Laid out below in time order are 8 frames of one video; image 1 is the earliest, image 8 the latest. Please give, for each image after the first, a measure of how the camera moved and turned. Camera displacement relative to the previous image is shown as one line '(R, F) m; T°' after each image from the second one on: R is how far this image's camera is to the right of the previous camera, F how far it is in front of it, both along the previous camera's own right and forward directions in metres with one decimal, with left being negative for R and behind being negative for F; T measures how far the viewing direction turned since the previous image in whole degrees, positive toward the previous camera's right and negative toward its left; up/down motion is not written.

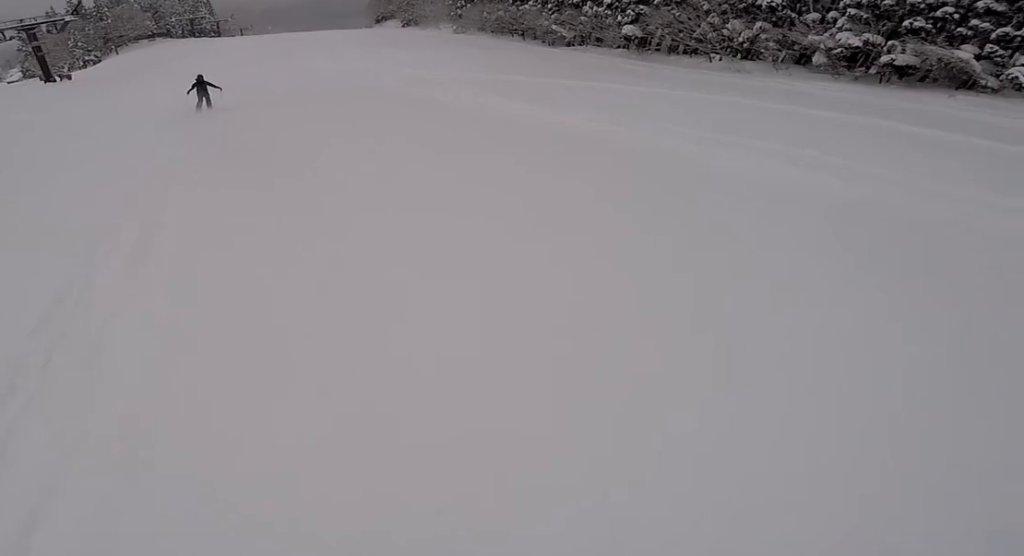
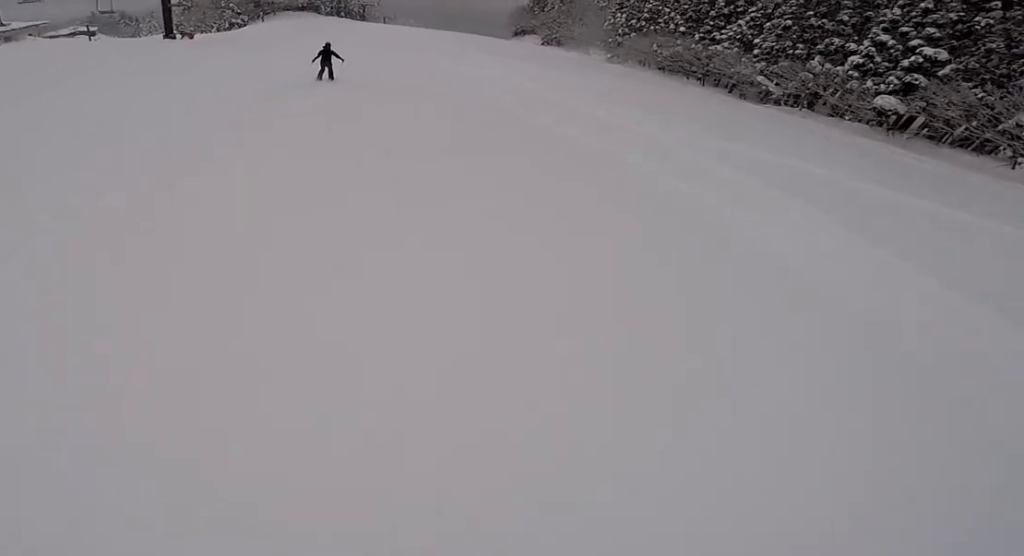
(-0.7, +8.8) m; -2°
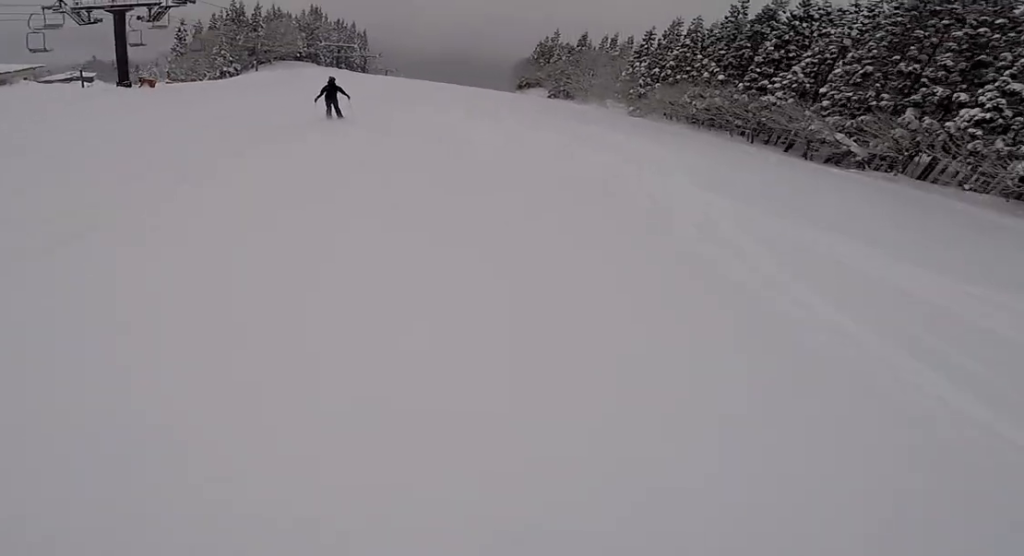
(+0.2, +8.5) m; 0°
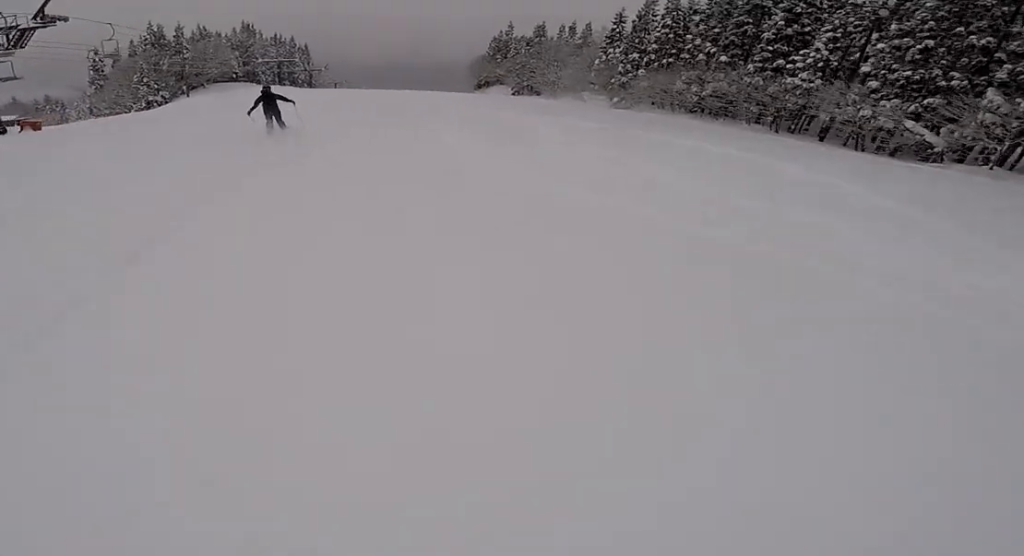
(+0.2, +7.3) m; 0°
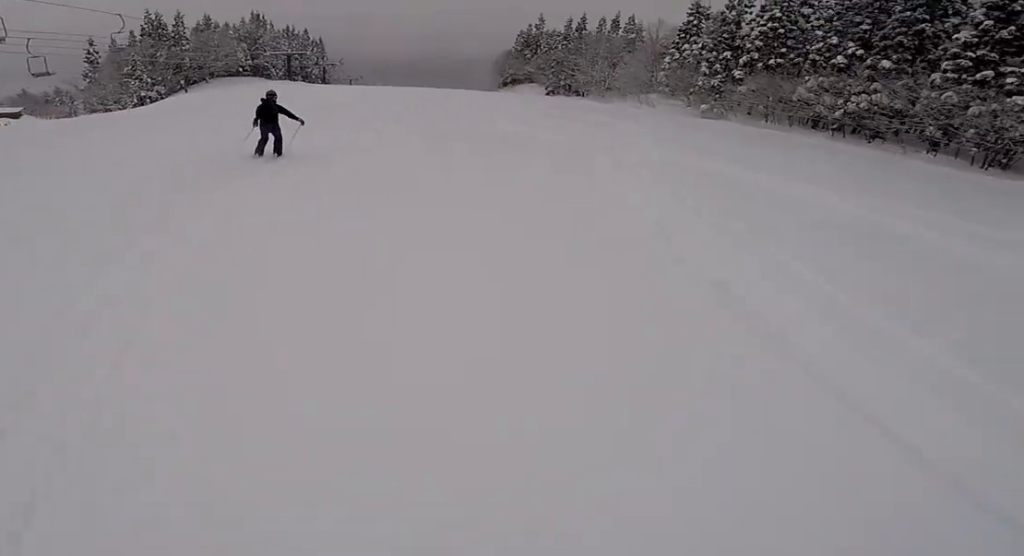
(-0.4, +11.6) m; -2°
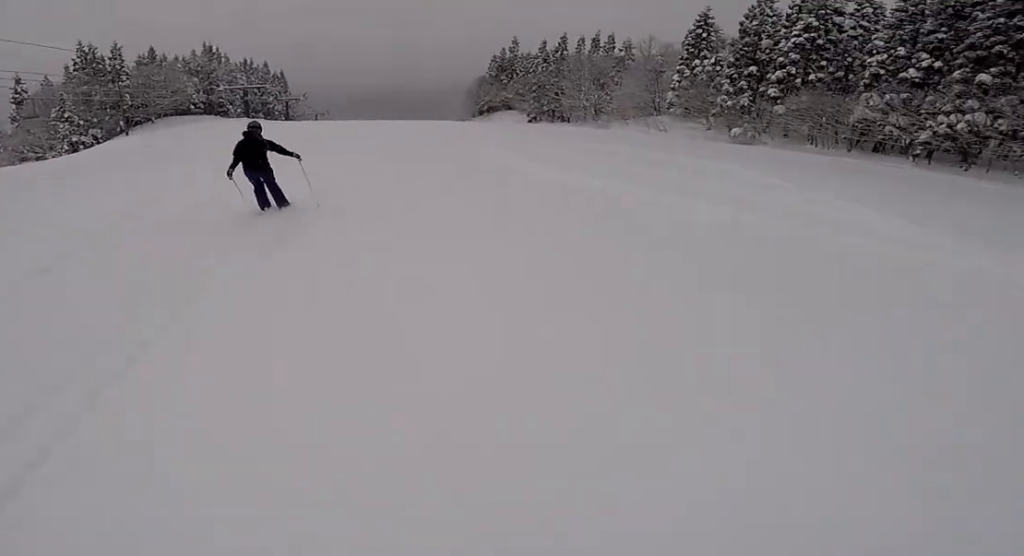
(-0.1, +8.3) m; +7°
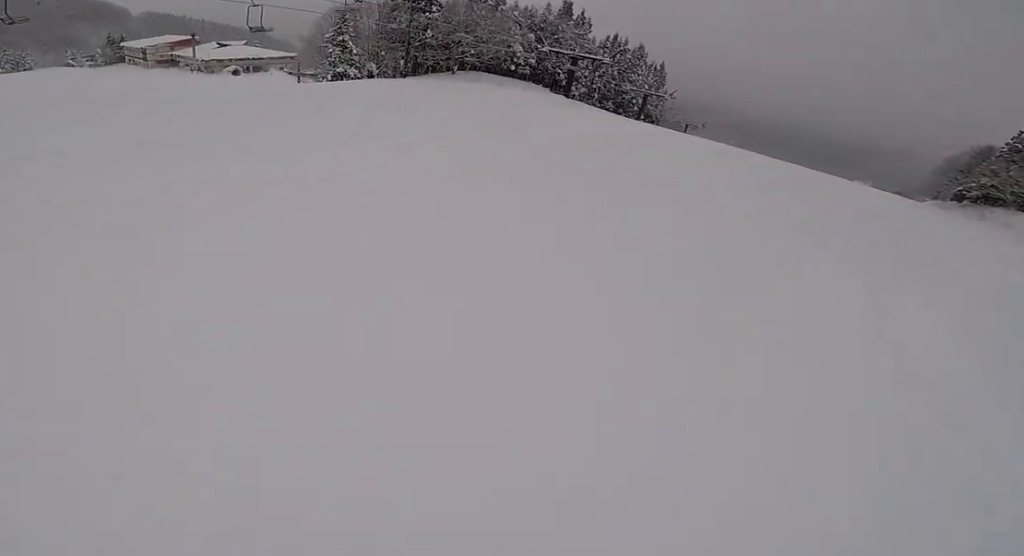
(+2.2, +27.2) m; +1°
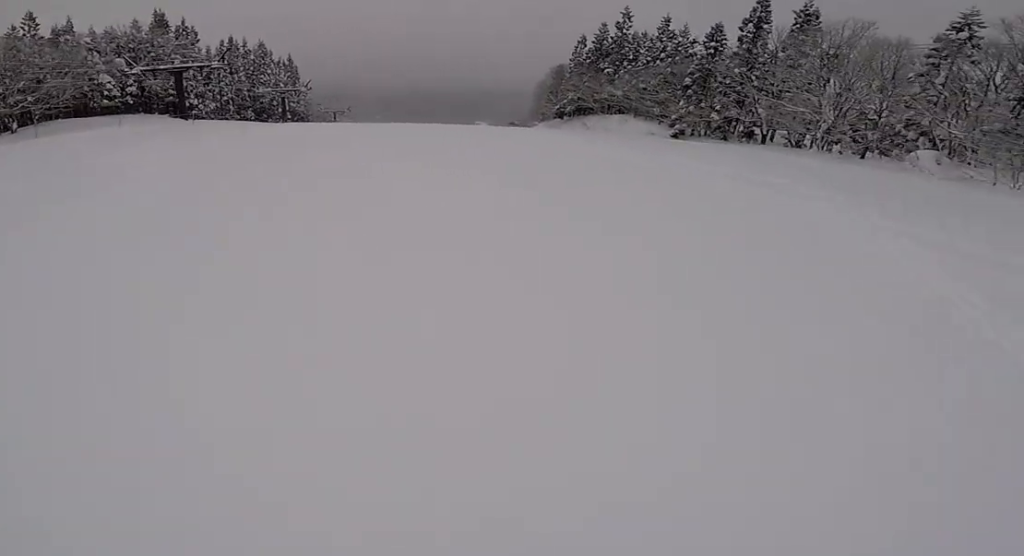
(0.0, +8.7) m; +1°
